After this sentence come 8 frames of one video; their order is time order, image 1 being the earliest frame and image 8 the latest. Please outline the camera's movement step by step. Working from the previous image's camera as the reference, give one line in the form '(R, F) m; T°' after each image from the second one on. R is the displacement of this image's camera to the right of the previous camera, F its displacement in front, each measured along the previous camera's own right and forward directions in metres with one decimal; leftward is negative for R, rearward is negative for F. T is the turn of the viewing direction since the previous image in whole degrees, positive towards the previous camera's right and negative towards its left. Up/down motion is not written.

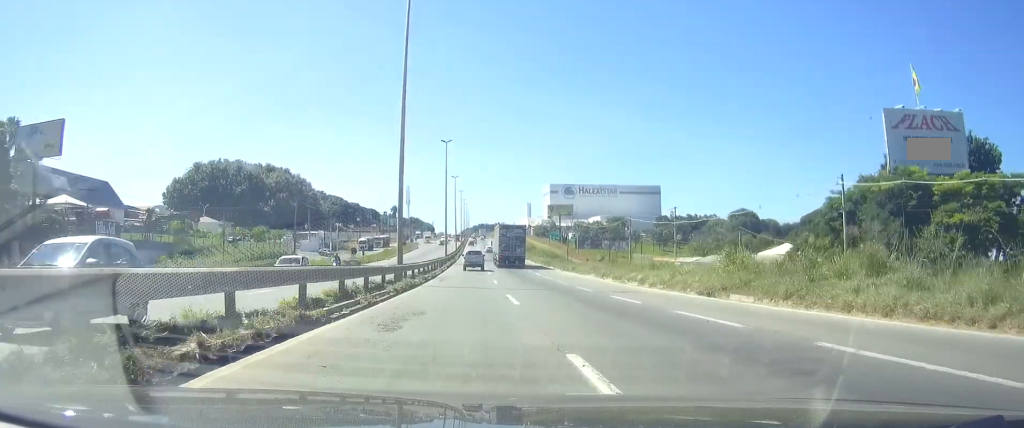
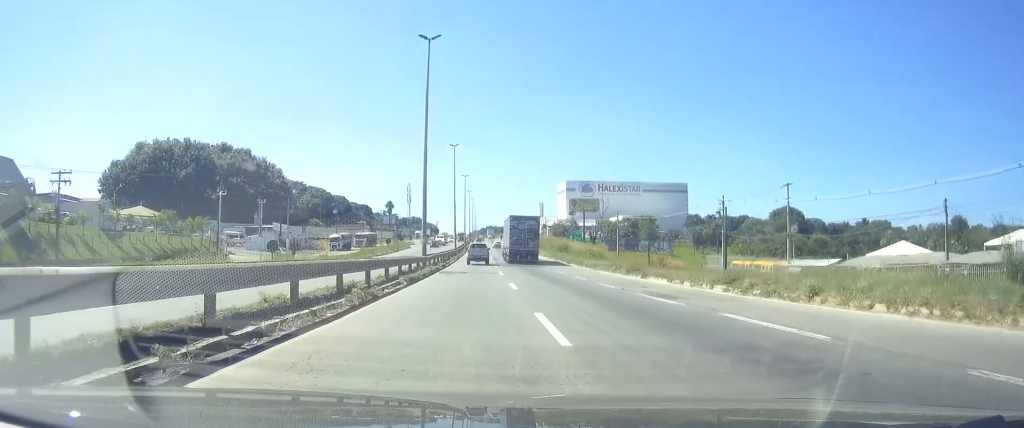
(+0.1, +41.2) m; 0°
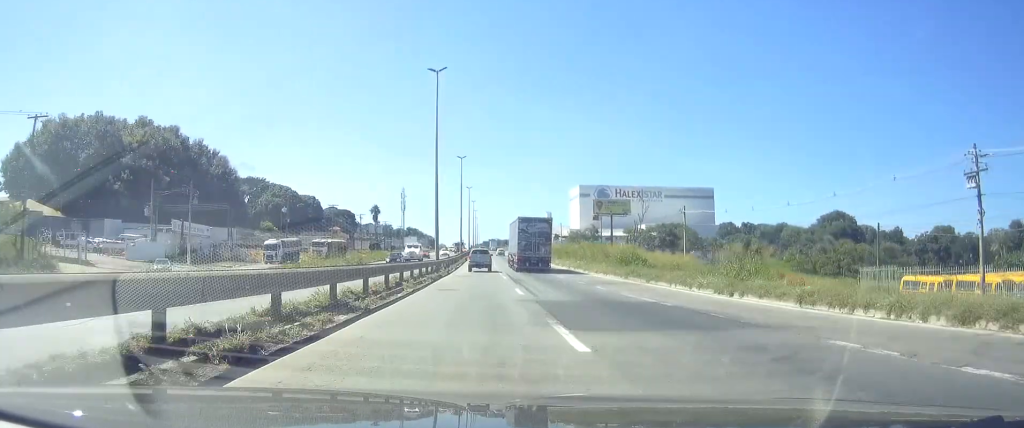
(-0.5, +42.0) m; -1°
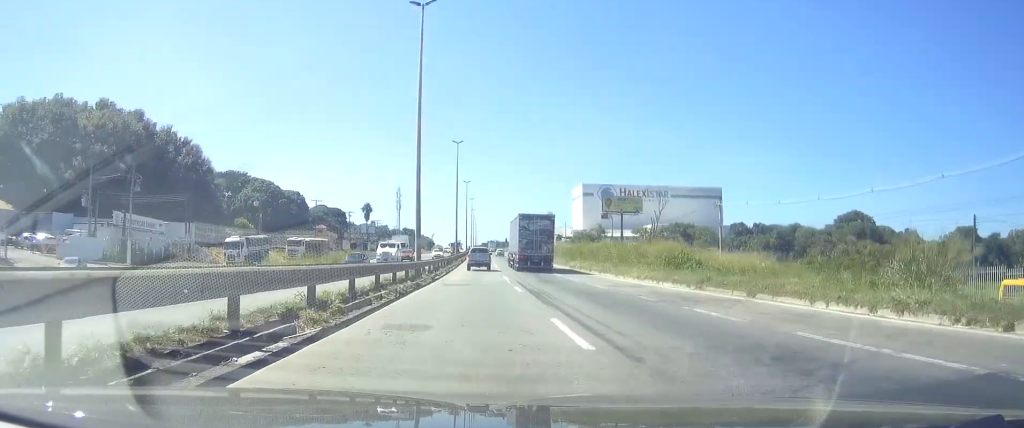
(0.0, +14.2) m; 0°
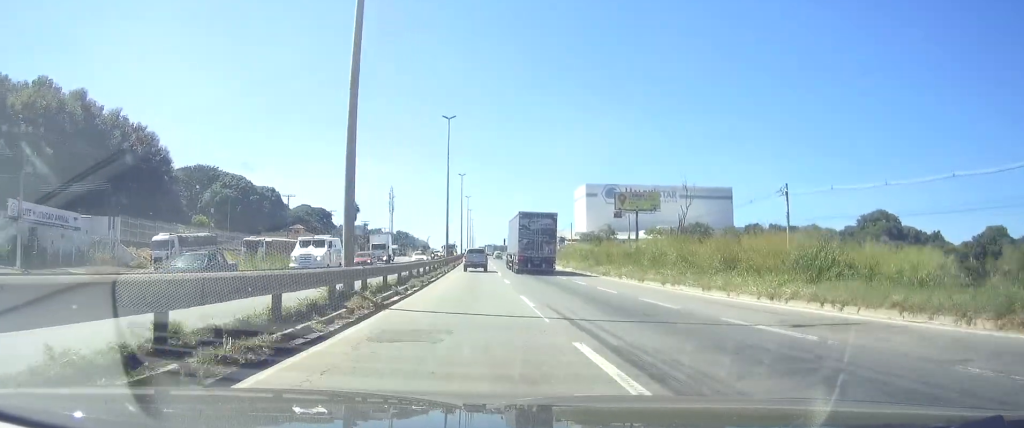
(0.0, +18.3) m; 0°
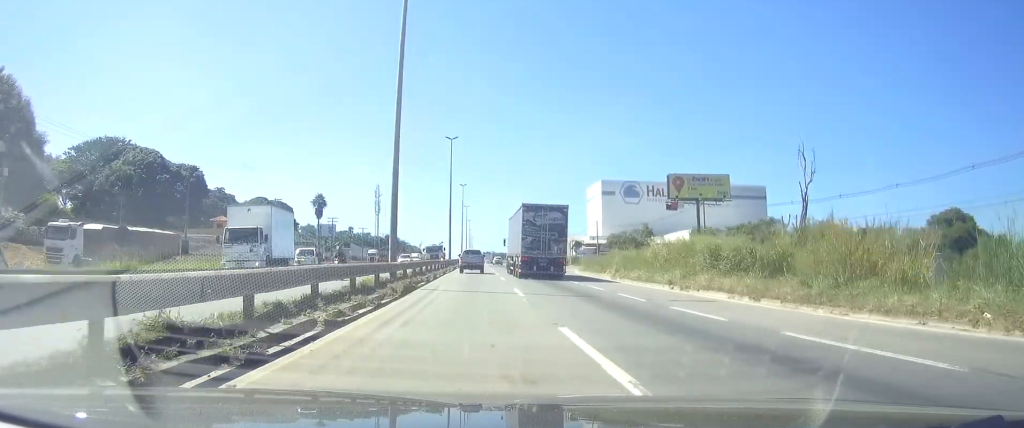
(+0.3, +41.7) m; 0°
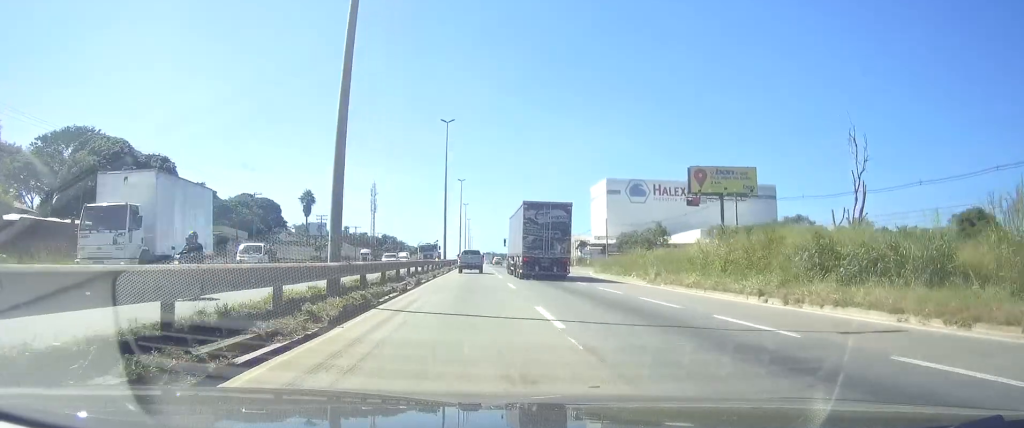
(0.0, +10.5) m; 0°
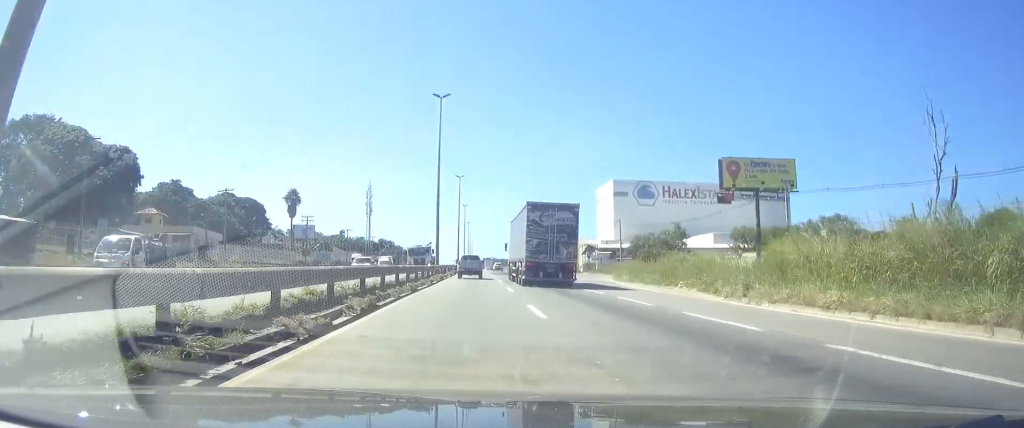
(-0.1, +12.1) m; 0°
